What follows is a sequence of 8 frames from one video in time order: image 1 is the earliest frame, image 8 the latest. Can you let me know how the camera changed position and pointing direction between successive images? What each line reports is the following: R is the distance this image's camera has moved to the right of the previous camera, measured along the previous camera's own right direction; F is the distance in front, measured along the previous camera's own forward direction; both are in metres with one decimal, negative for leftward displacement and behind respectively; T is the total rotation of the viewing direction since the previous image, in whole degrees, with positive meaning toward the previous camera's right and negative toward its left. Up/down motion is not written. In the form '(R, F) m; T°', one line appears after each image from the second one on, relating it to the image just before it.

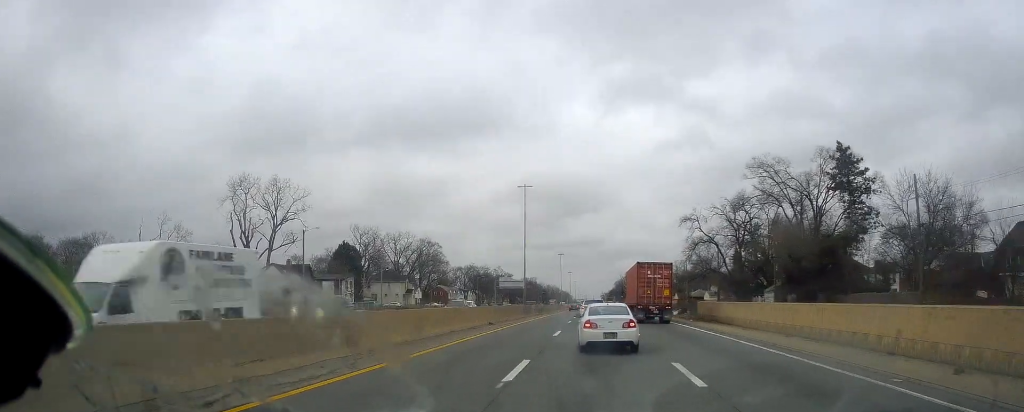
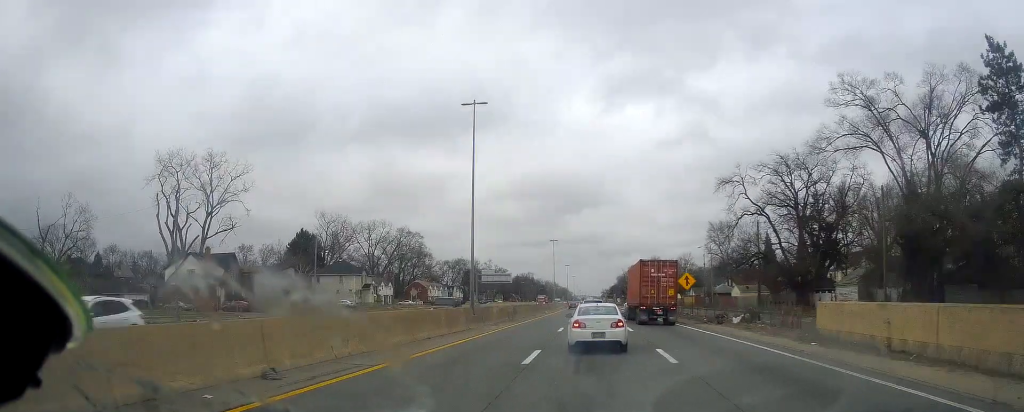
(+0.7, +26.6) m; +1°
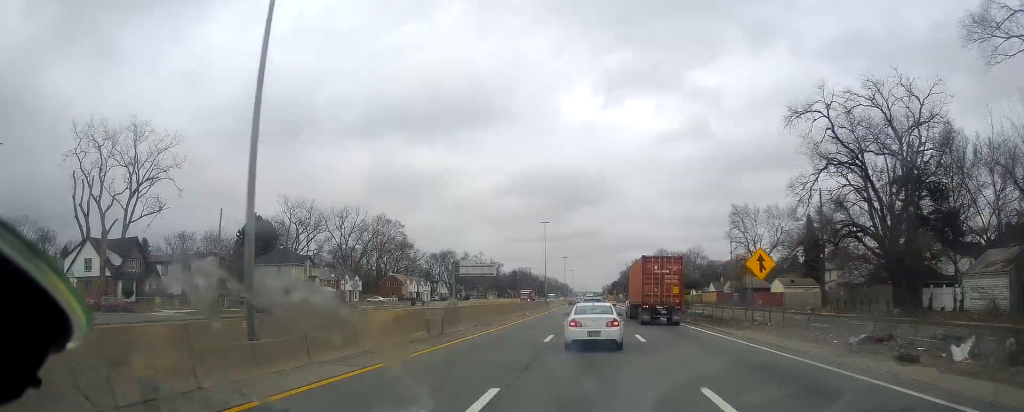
(-0.3, +23.4) m; -1°
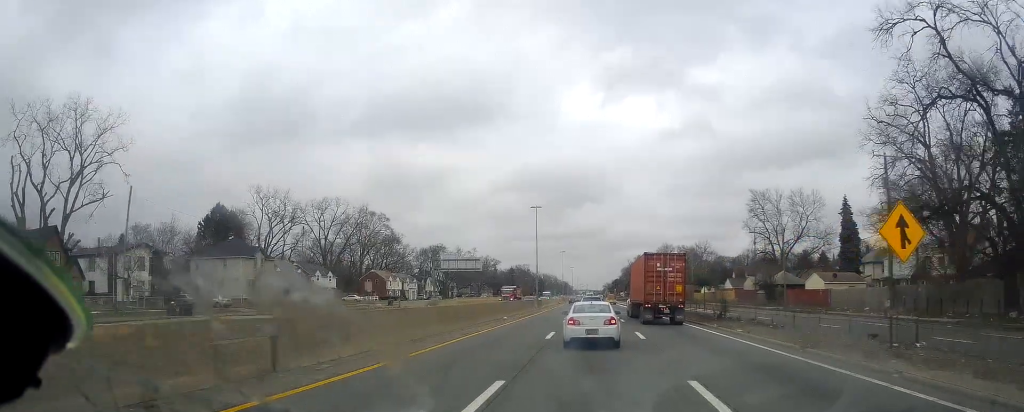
(-0.1, +14.5) m; -1°
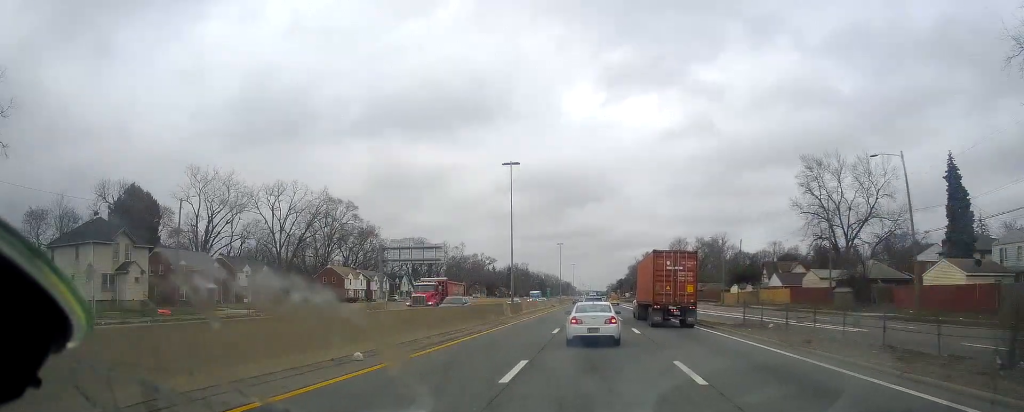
(-0.3, +26.8) m; 0°
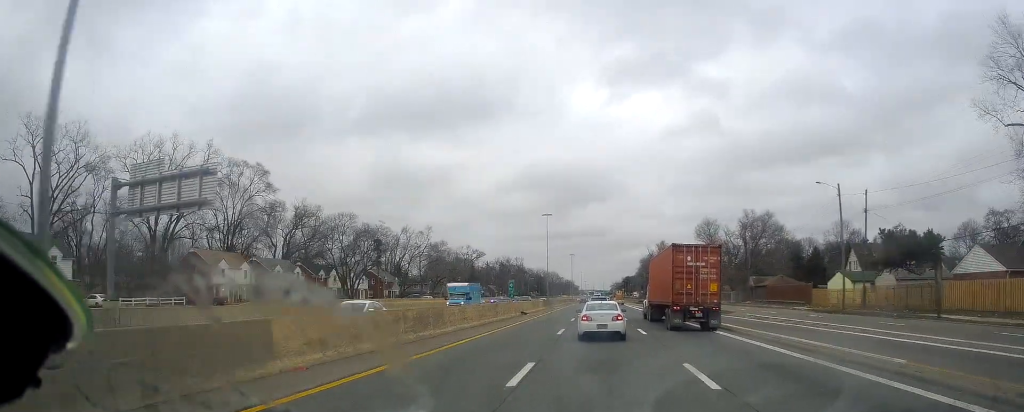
(+0.6, +46.5) m; +1°
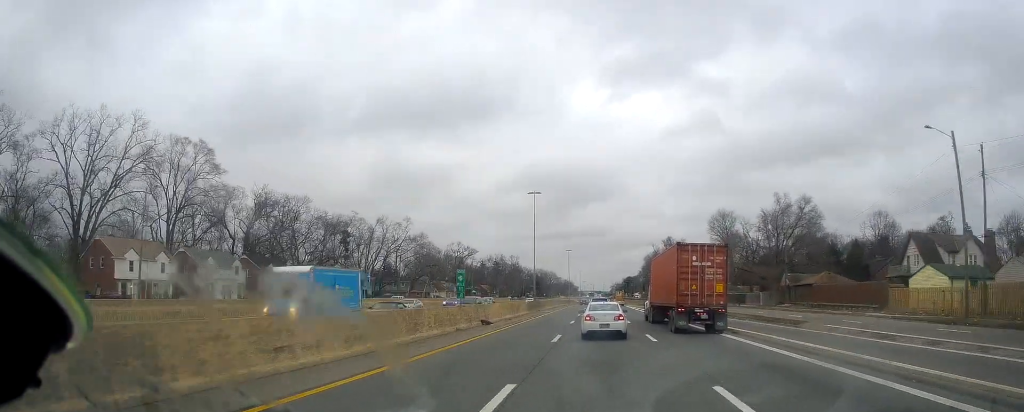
(-0.2, +18.8) m; 0°
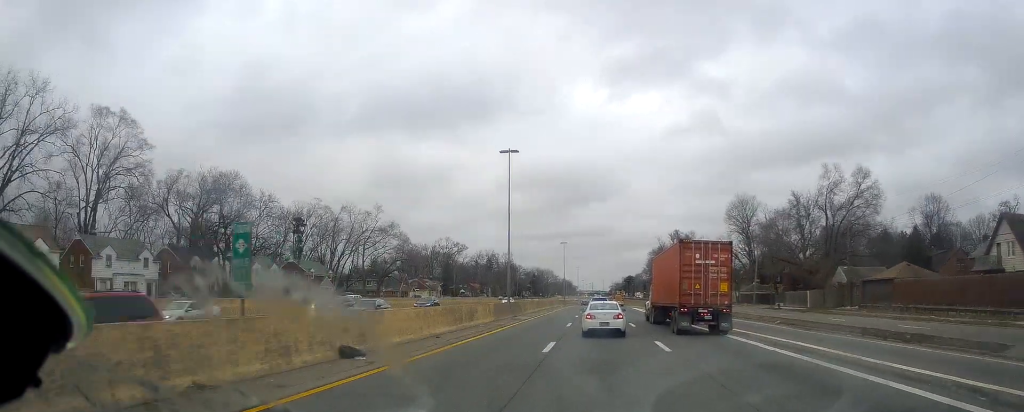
(-0.1, +19.7) m; 0°
